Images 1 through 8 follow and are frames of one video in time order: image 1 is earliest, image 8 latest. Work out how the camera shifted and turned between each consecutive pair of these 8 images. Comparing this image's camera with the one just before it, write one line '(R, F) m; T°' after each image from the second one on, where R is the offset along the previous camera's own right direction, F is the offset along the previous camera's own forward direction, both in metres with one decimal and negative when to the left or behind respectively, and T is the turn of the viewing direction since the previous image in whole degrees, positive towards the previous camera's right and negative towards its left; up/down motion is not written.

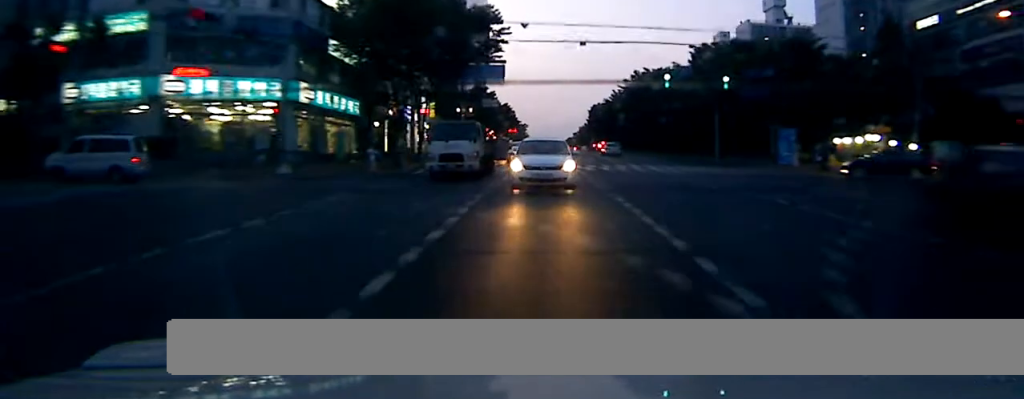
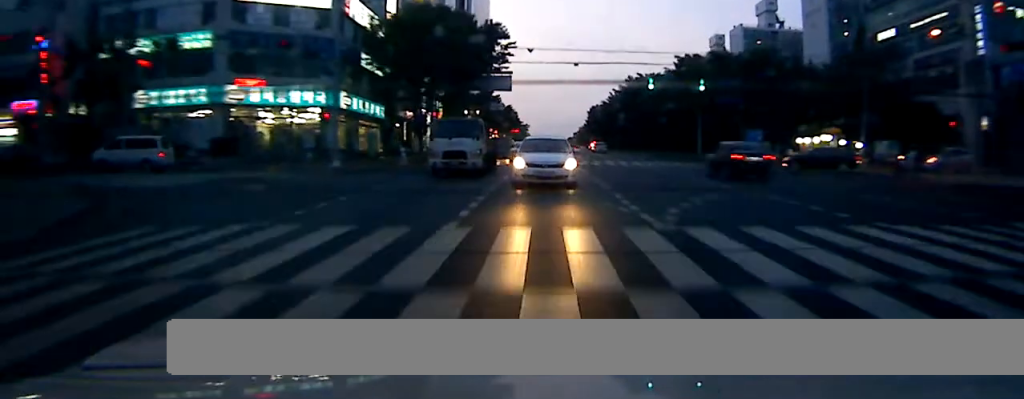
(0.0, +2.6) m; 0°
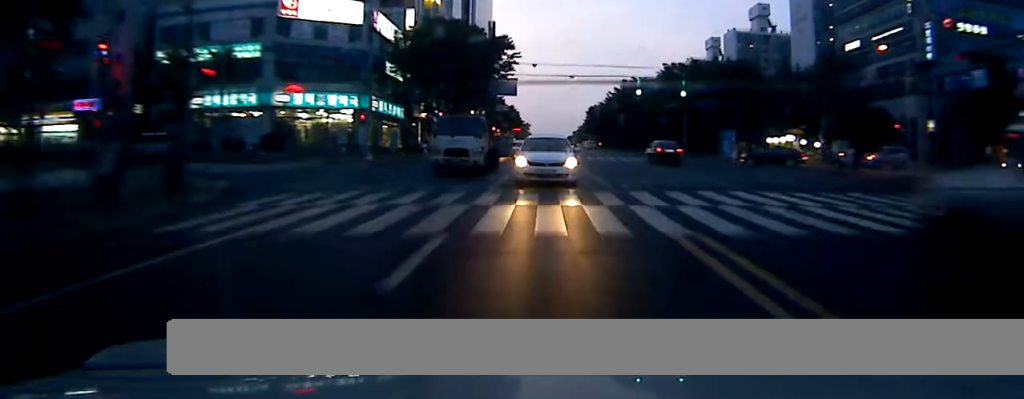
(0.0, +2.6) m; 0°
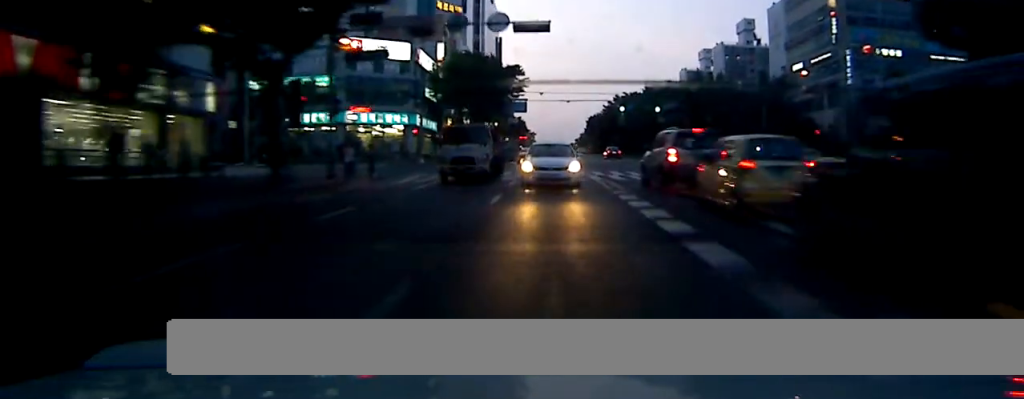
(+0.1, +5.6) m; +2°
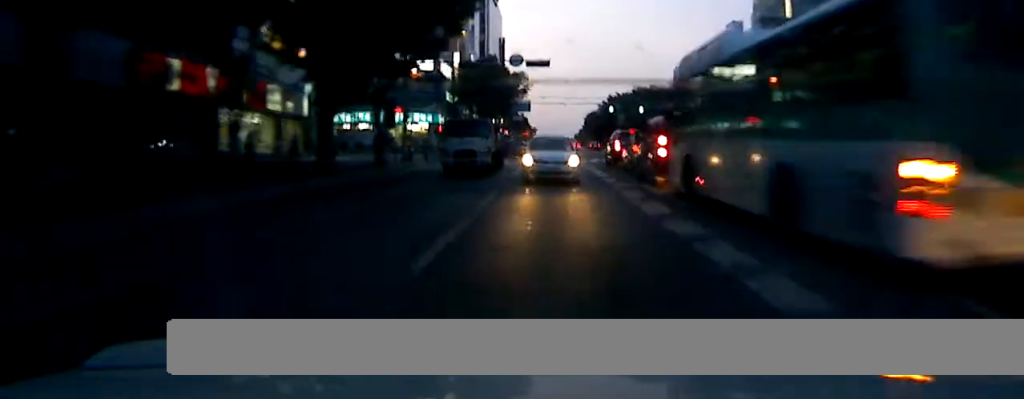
(0.0, +4.7) m; 0°
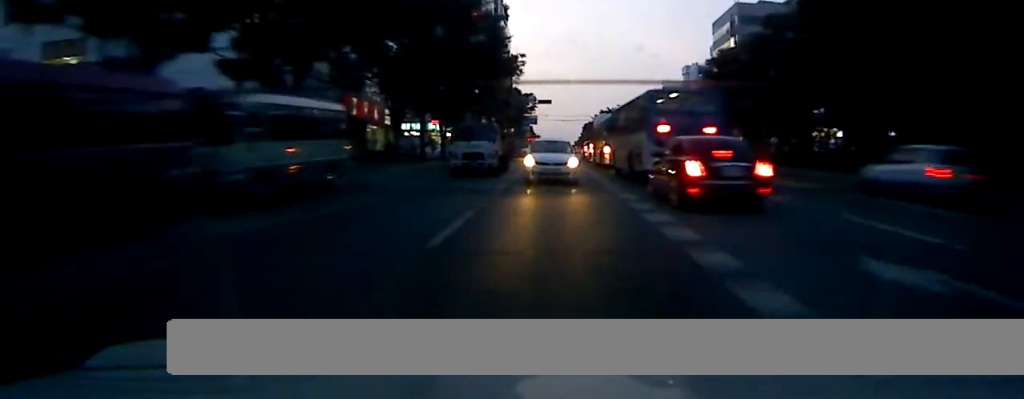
(-0.2, +9.6) m; -2°
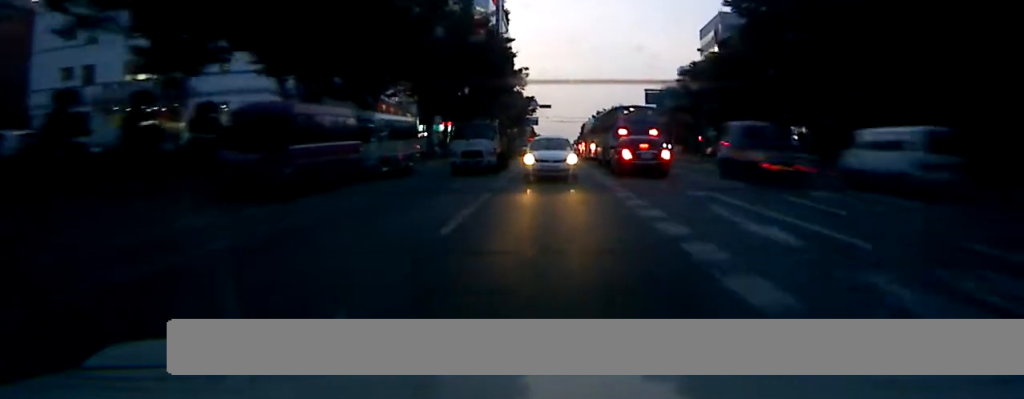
(0.0, +3.6) m; 0°
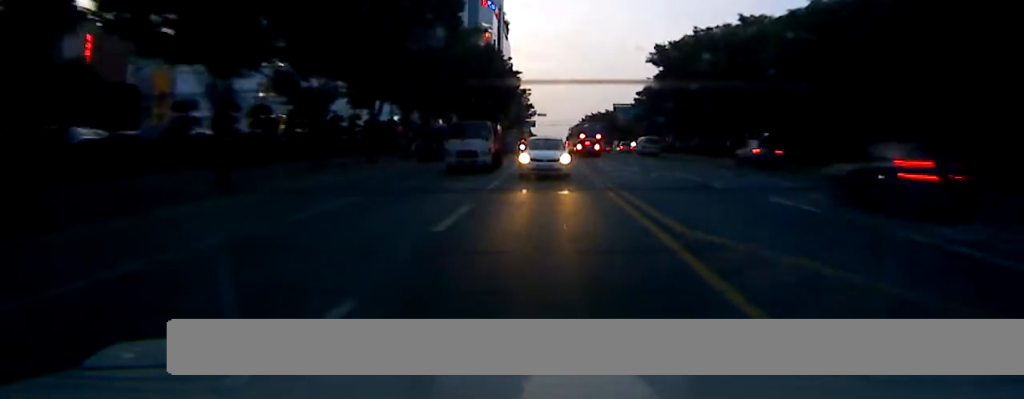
(+0.1, +9.8) m; +1°
